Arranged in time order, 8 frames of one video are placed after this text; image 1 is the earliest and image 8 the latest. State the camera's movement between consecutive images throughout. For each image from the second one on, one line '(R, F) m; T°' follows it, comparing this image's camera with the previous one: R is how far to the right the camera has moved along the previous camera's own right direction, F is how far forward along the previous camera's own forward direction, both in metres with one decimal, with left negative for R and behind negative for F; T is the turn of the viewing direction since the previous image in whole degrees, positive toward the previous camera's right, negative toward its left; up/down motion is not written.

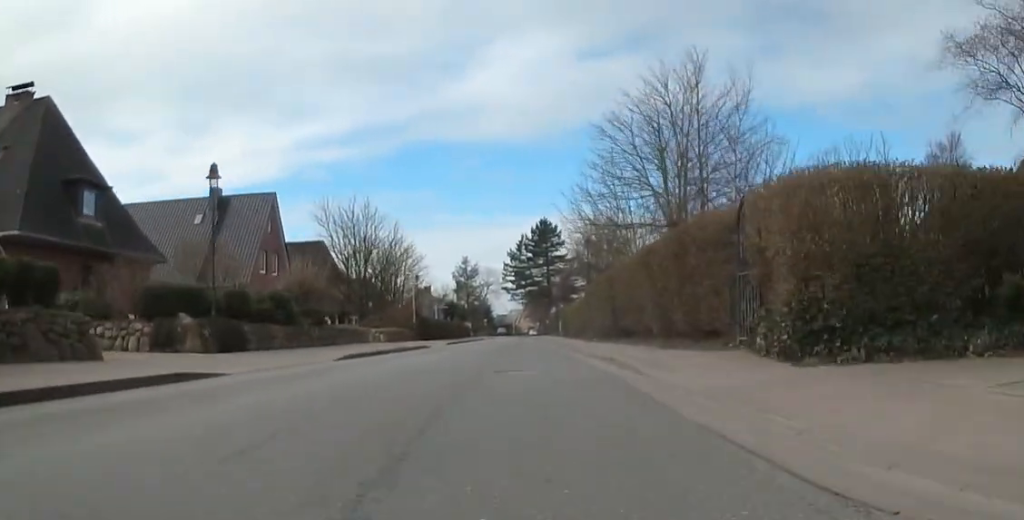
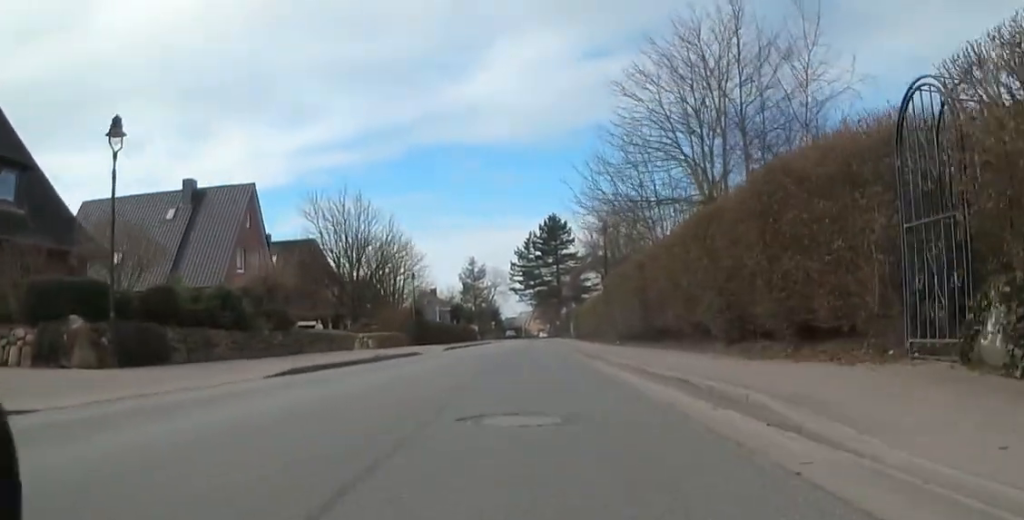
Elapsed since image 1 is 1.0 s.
(+0.9, +5.5) m; +6°
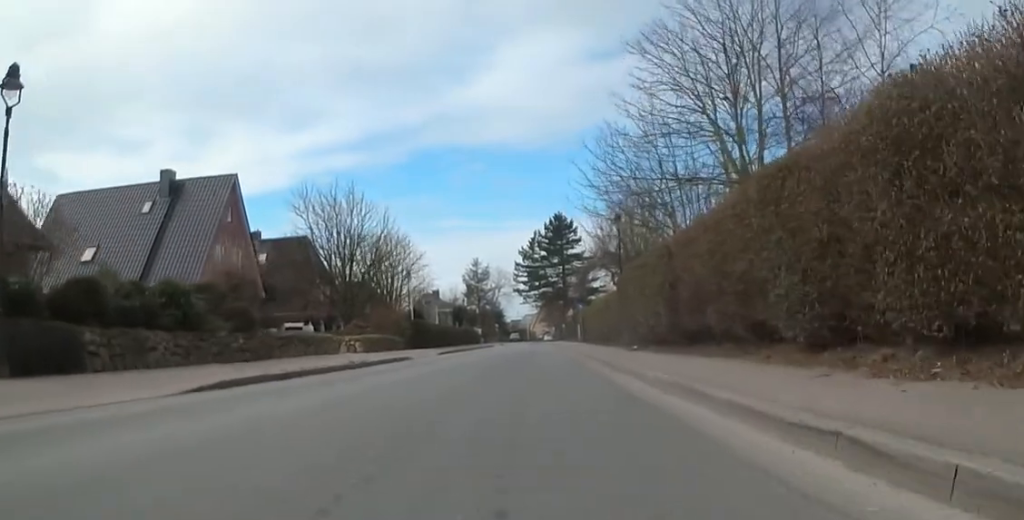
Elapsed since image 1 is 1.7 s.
(+0.3, +3.9) m; 0°
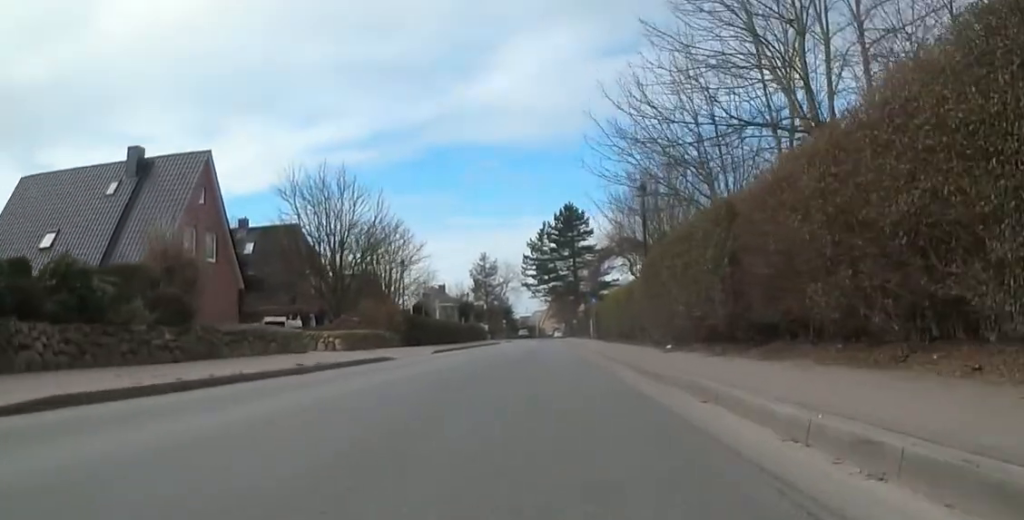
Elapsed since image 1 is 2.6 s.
(-0.7, +5.0) m; 0°
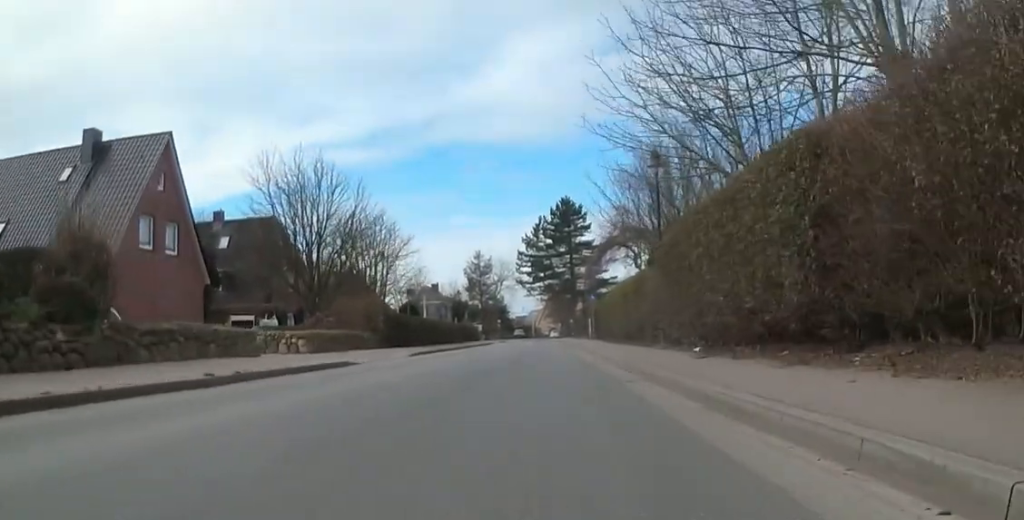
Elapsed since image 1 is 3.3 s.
(+0.2, +4.1) m; +6°
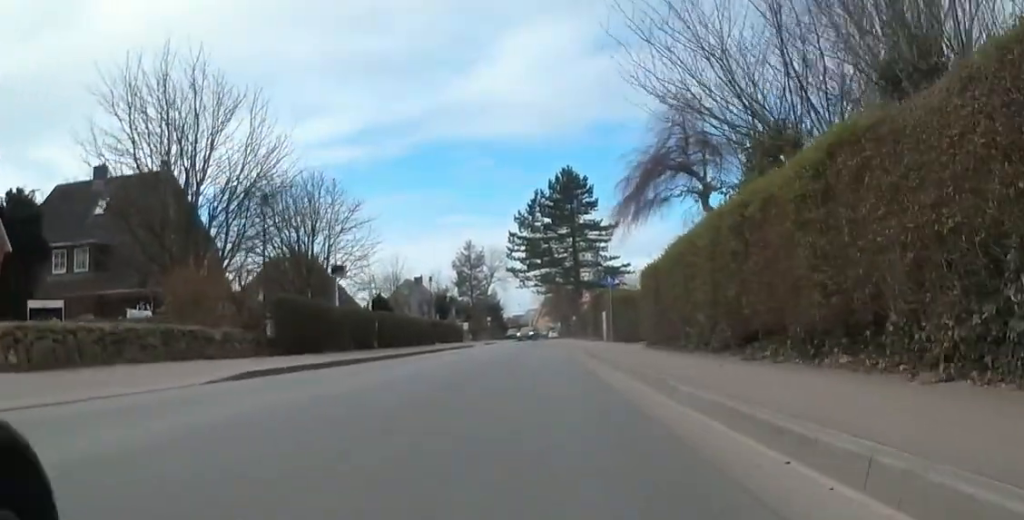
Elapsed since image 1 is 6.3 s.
(+2.1, +16.8) m; +2°
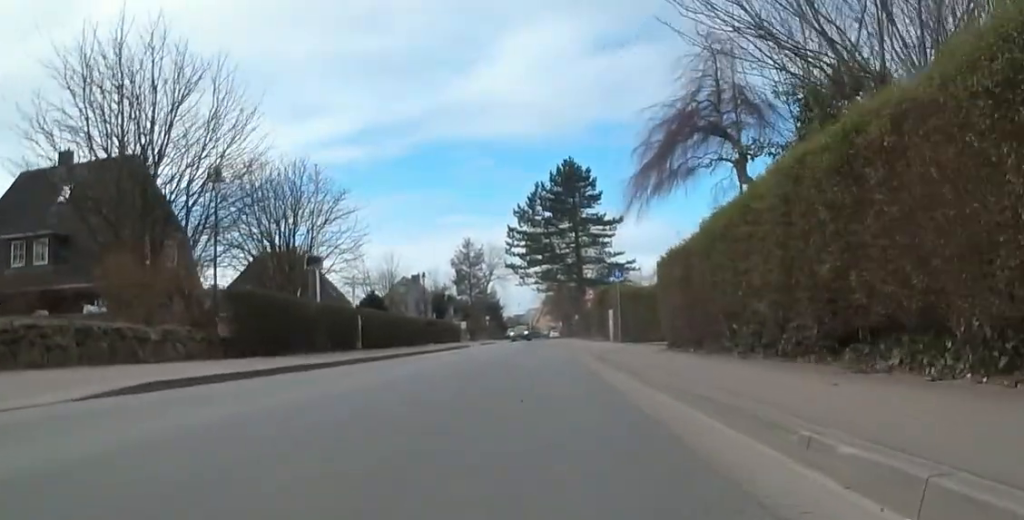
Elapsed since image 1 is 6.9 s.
(-0.1, +3.5) m; 0°
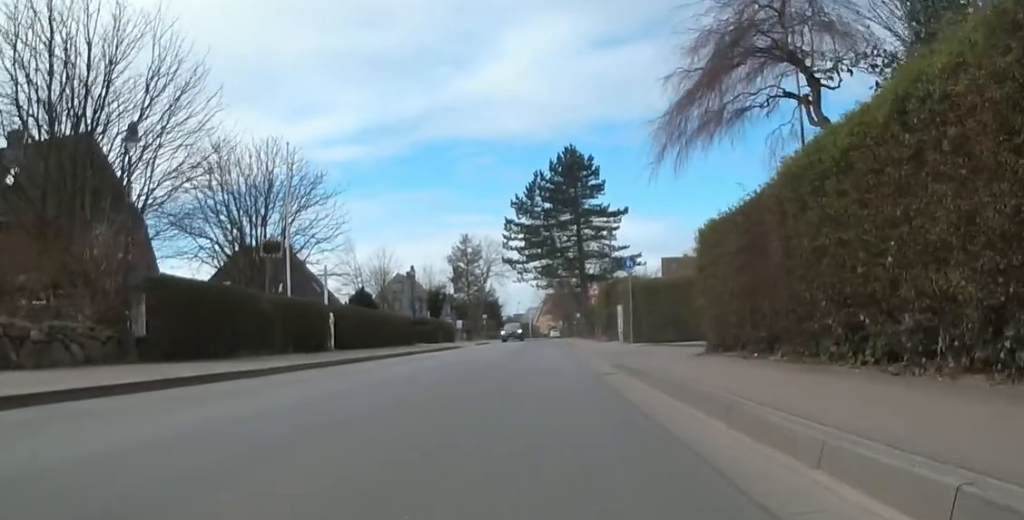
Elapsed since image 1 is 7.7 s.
(-0.3, +4.2) m; +3°
